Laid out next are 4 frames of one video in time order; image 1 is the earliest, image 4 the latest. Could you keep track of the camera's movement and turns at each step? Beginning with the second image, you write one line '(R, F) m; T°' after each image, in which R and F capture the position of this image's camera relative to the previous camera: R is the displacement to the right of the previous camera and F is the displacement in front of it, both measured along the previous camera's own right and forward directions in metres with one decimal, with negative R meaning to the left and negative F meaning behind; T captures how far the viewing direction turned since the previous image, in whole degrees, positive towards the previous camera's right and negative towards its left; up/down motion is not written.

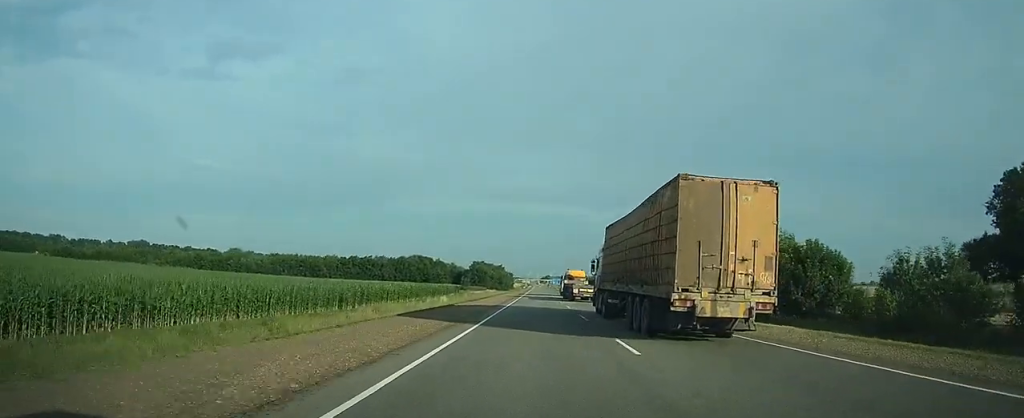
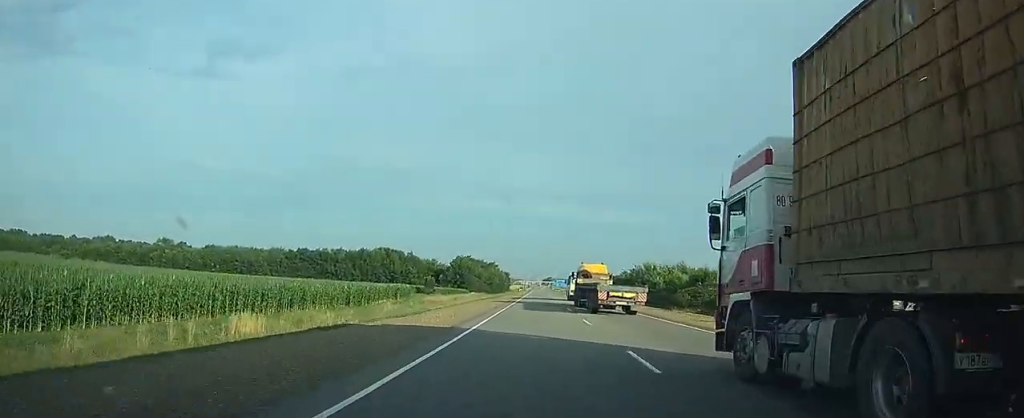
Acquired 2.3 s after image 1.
(0.0, +58.9) m; 0°
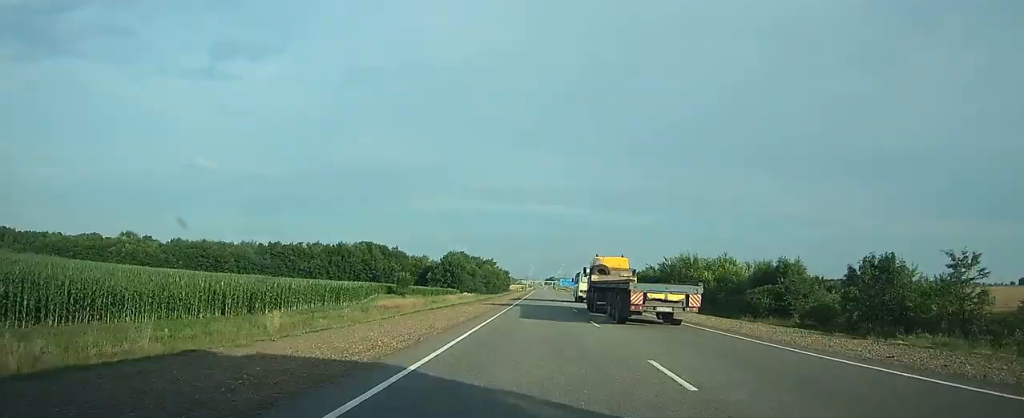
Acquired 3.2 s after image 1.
(0.0, +24.7) m; 0°
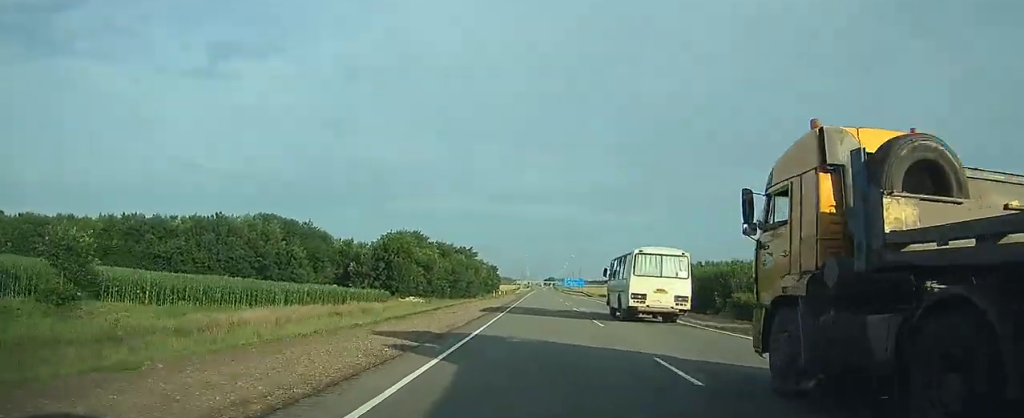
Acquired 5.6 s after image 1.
(0.0, +70.0) m; 0°
